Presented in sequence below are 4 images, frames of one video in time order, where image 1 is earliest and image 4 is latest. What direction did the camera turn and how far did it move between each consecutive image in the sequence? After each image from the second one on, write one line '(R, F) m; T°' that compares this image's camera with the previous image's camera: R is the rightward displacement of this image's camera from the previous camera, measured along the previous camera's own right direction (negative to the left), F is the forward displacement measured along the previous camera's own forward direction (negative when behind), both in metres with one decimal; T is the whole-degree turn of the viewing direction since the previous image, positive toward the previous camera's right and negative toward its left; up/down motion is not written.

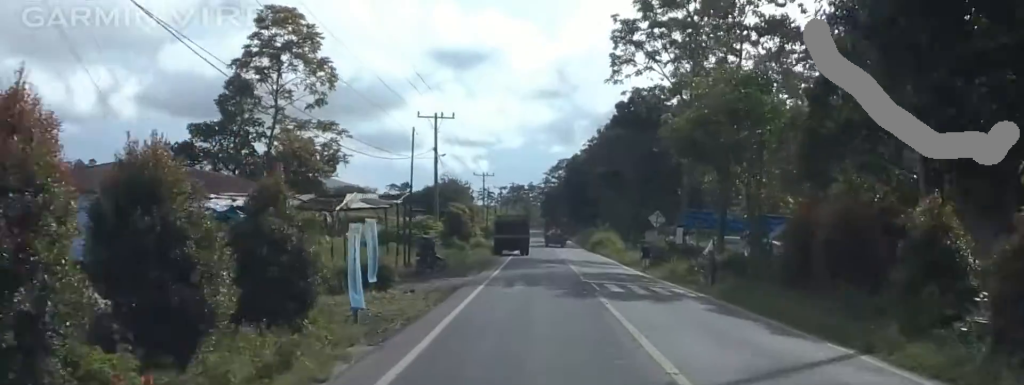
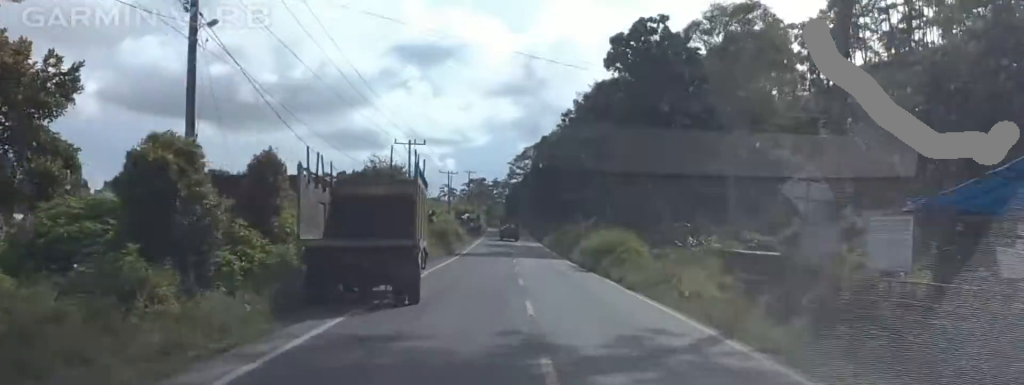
(+1.8, +34.1) m; +6°
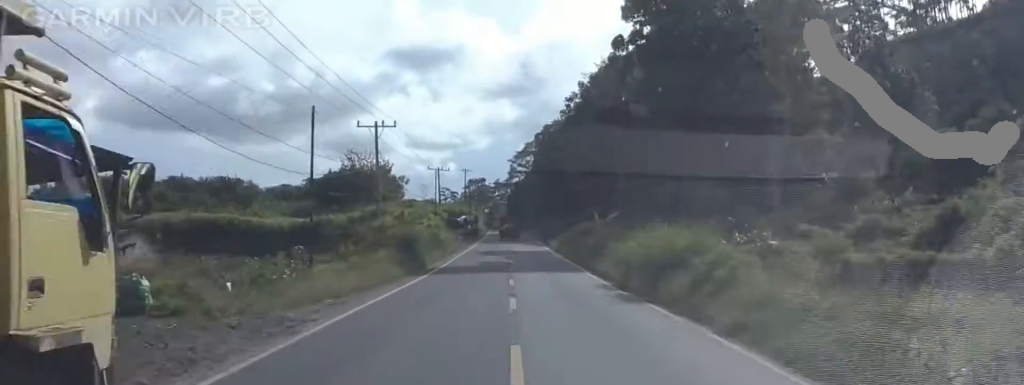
(0.0, +15.1) m; -2°
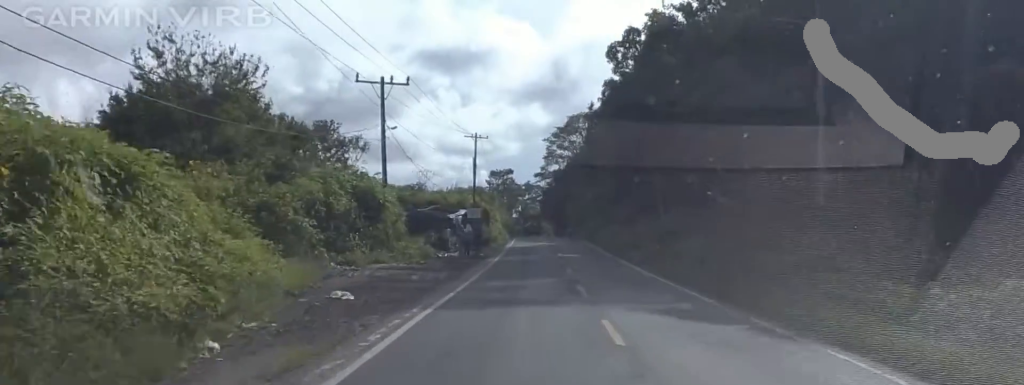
(-1.0, +60.1) m; -3°
